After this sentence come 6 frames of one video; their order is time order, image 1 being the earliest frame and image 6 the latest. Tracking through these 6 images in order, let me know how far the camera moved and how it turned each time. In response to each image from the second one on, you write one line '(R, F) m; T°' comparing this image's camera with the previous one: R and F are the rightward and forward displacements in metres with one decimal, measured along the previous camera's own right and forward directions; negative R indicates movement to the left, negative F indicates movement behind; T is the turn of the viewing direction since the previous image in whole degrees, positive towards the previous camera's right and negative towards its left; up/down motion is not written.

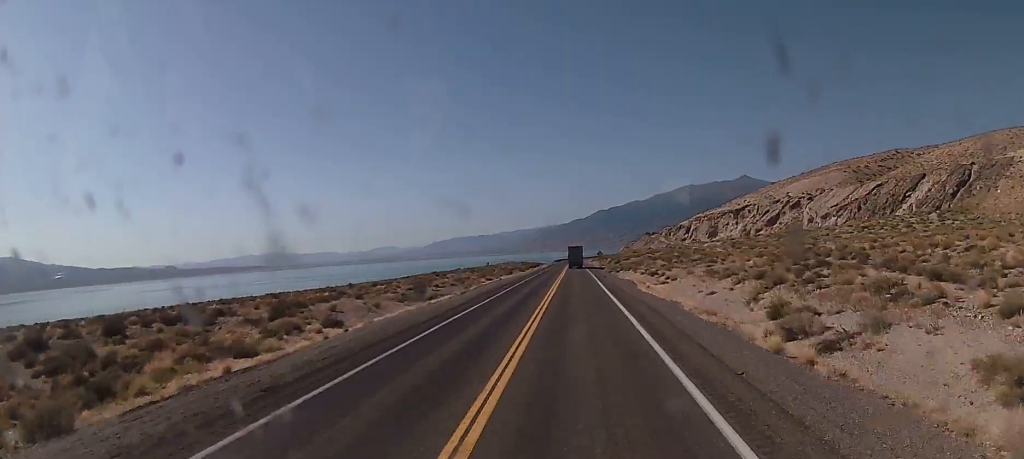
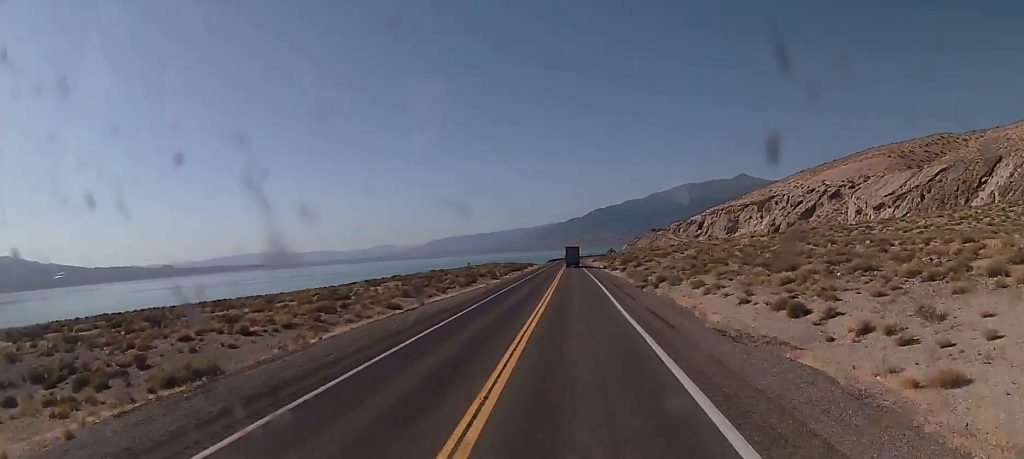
(+0.1, +49.6) m; 0°
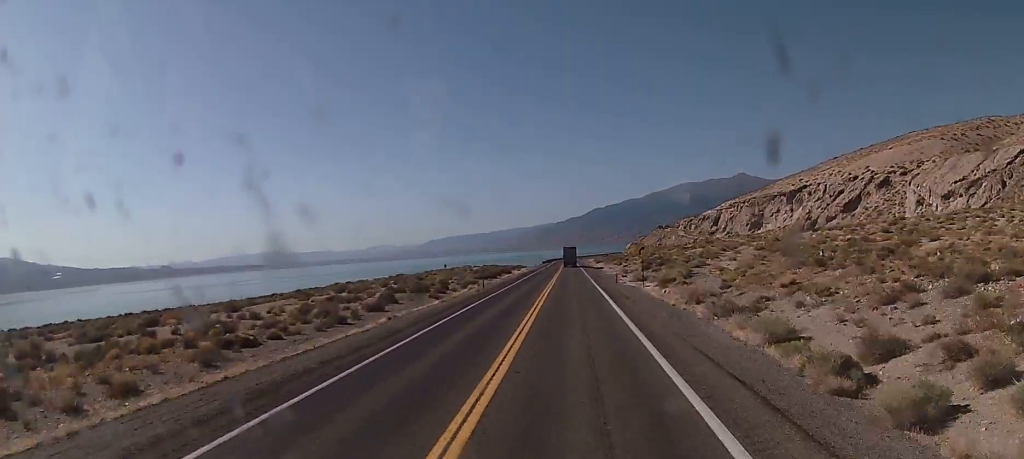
(0.0, +43.5) m; 0°
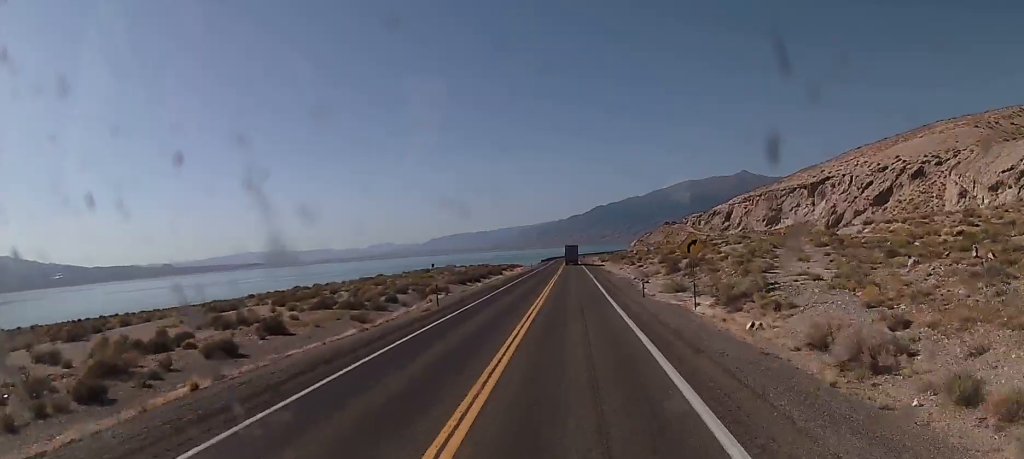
(0.0, +21.4) m; 0°
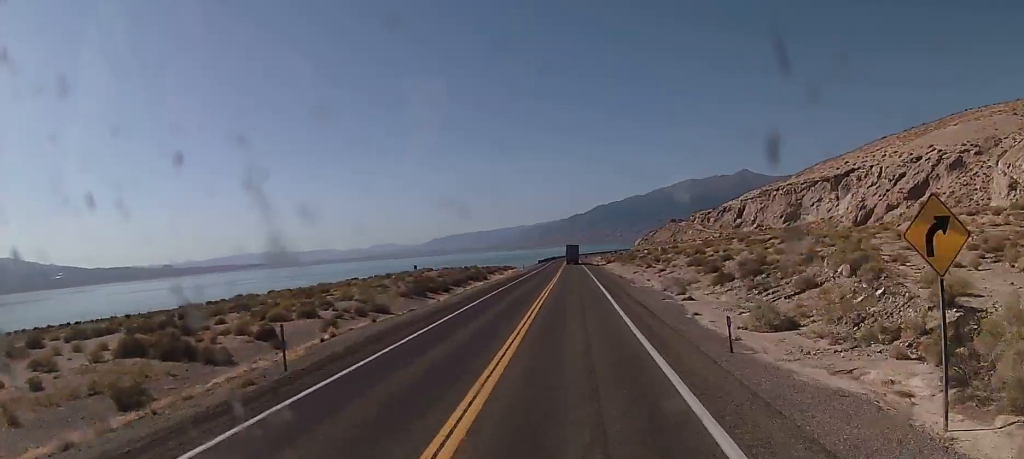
(0.0, +21.4) m; 0°
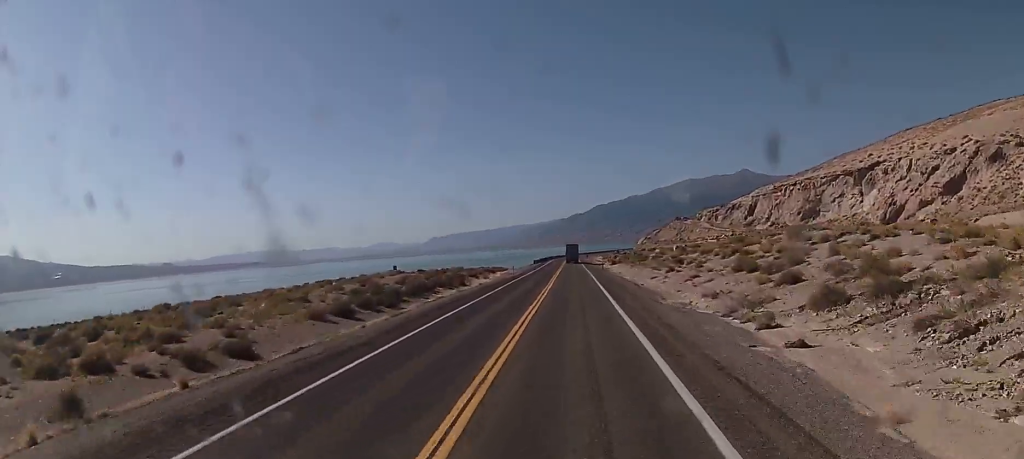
(0.0, +18.7) m; 0°
